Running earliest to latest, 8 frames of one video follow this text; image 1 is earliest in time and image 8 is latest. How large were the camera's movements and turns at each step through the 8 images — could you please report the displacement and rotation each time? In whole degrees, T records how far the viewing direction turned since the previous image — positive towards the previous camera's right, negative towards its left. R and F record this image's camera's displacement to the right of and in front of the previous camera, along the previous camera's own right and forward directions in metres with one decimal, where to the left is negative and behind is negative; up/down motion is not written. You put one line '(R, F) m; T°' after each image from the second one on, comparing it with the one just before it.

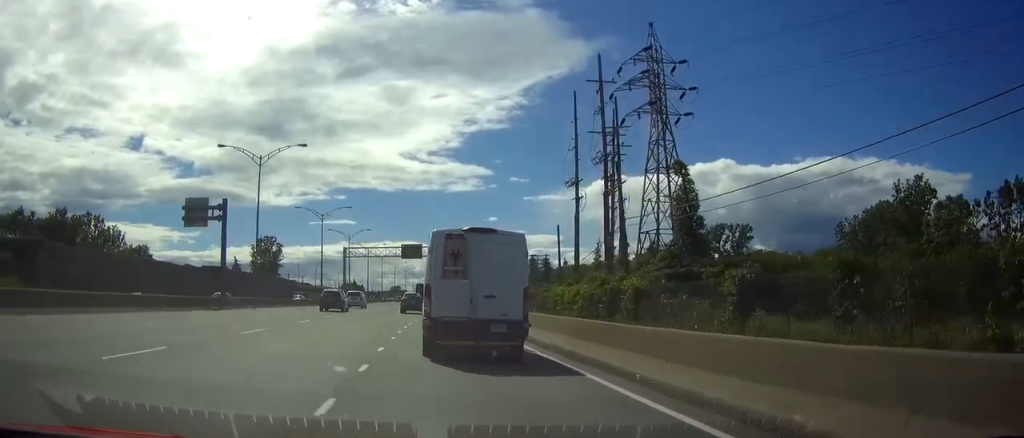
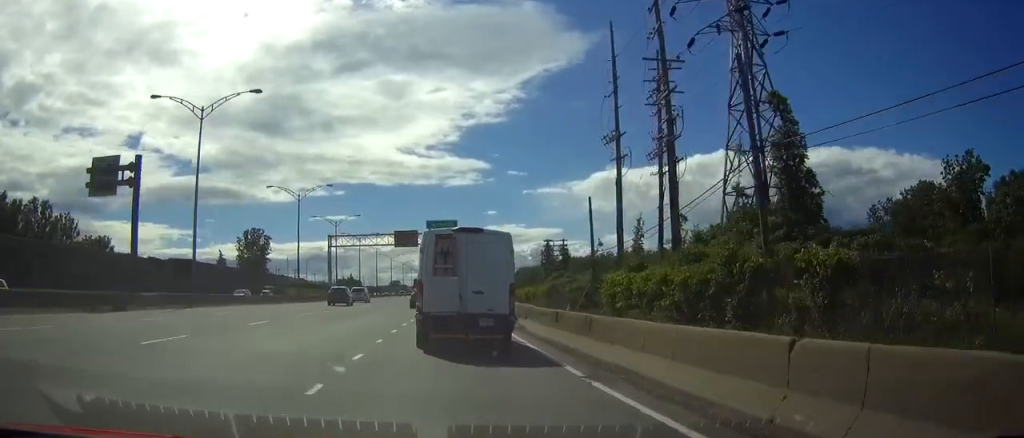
(0.0, +14.5) m; 0°
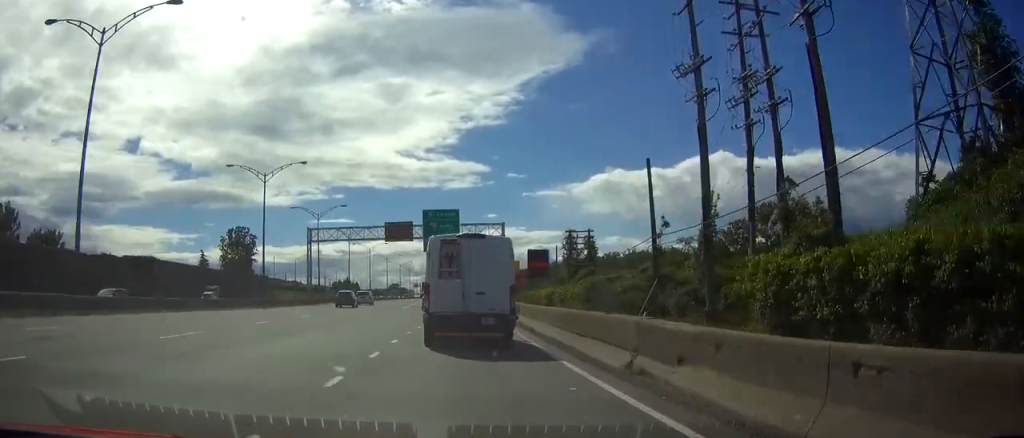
(0.0, +15.2) m; 0°
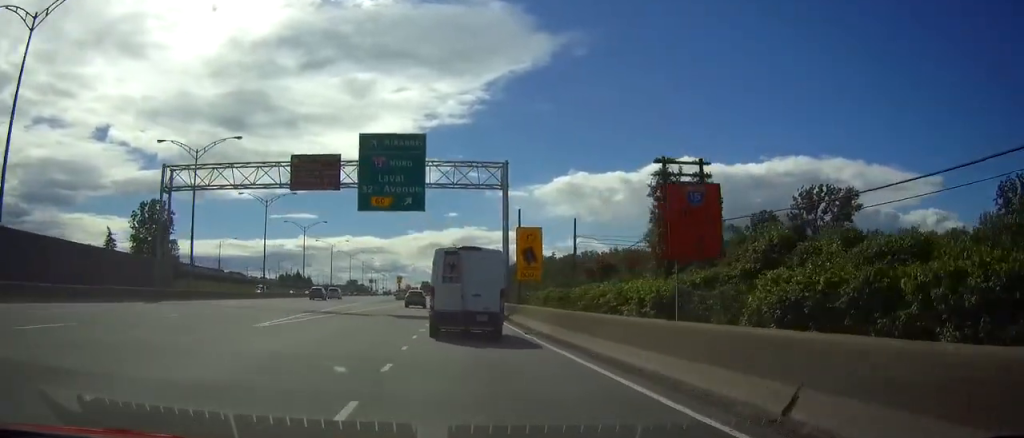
(0.0, +39.1) m; 0°
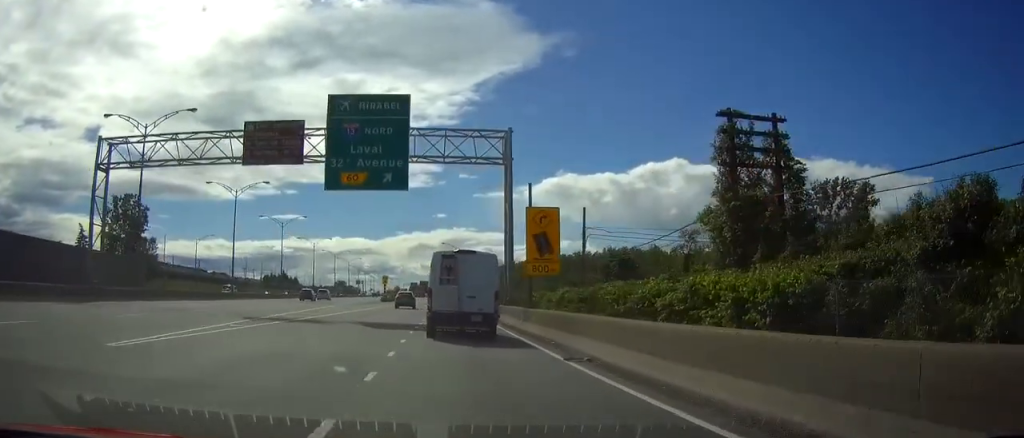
(0.0, +9.5) m; 0°
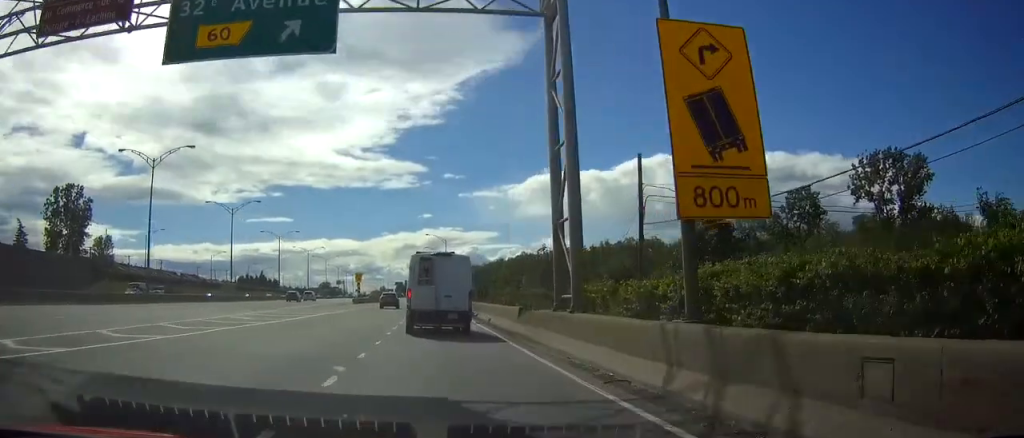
(0.0, +21.2) m; 0°
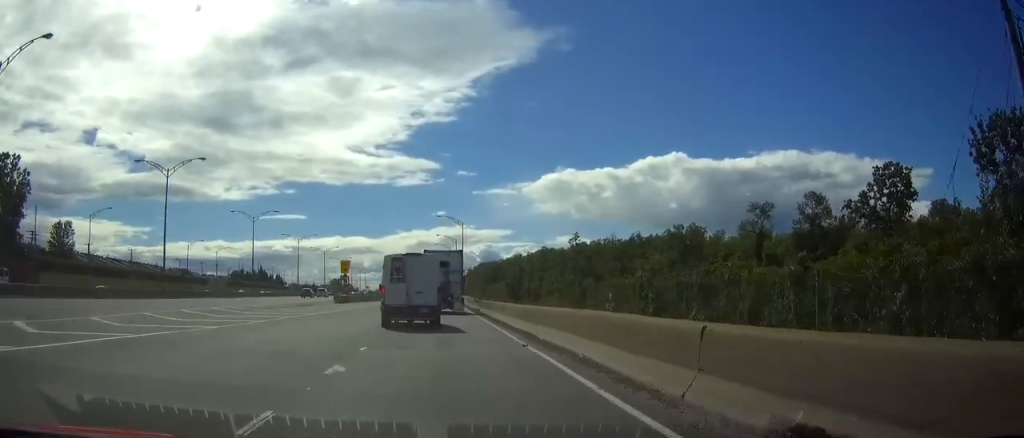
(0.0, +27.8) m; 0°
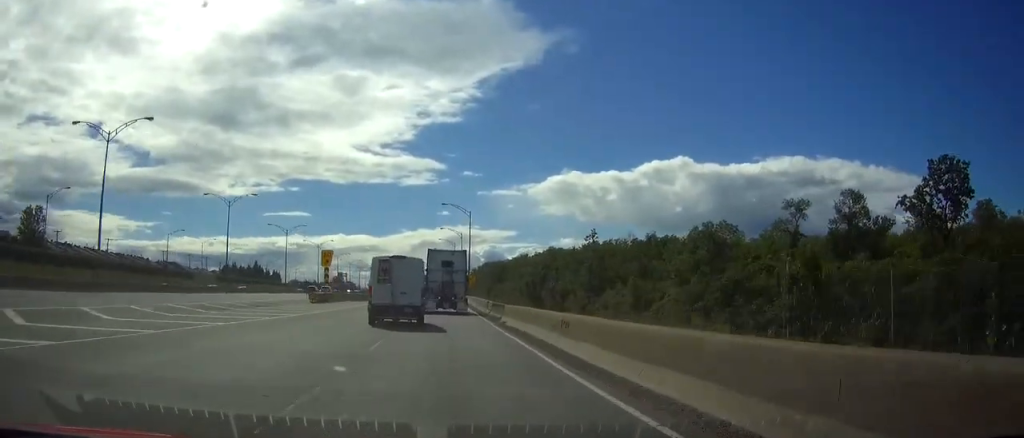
(0.0, +14.9) m; 0°
